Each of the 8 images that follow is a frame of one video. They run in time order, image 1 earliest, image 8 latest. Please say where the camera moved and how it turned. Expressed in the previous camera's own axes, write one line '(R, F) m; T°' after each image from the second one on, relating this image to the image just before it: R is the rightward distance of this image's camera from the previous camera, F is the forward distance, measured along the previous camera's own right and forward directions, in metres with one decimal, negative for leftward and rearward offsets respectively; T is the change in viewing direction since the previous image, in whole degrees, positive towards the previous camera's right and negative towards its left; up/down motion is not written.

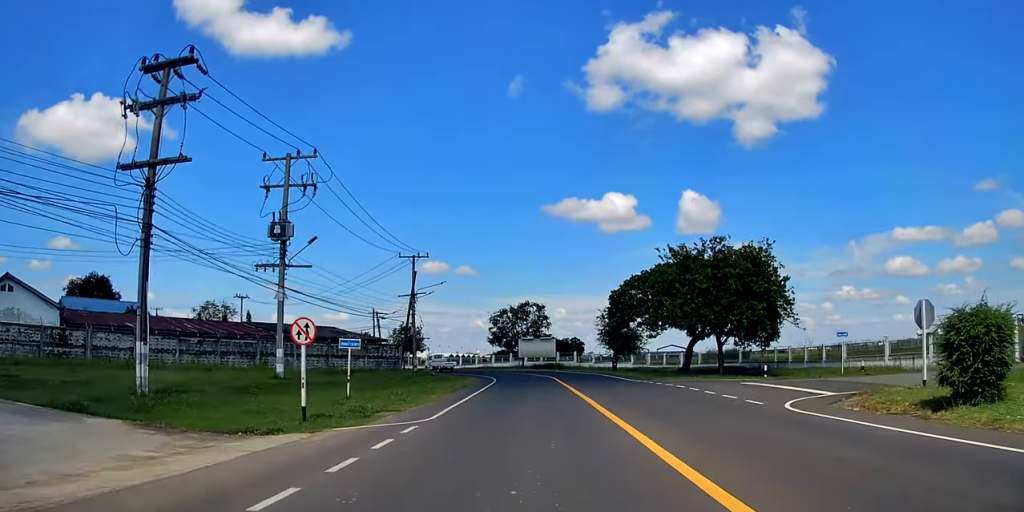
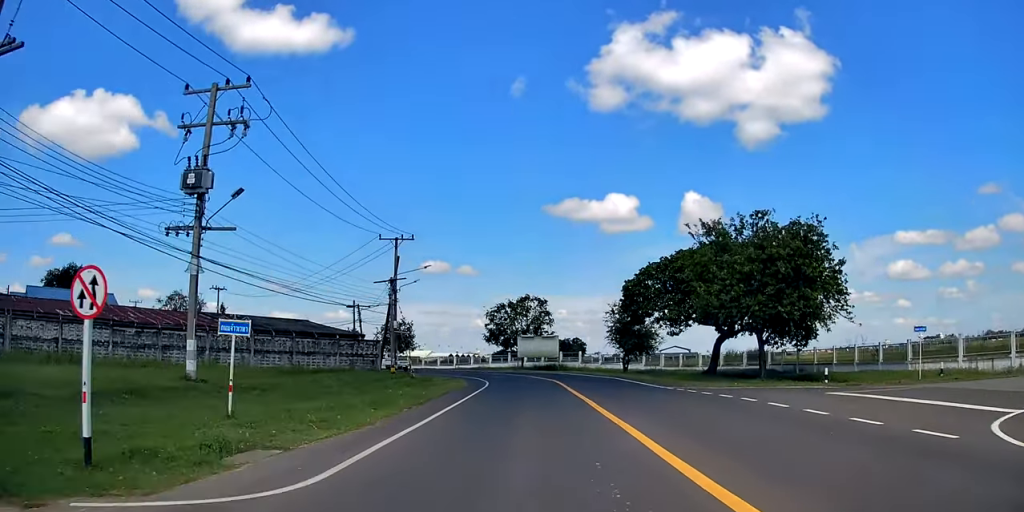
(0.0, +6.8) m; -2°
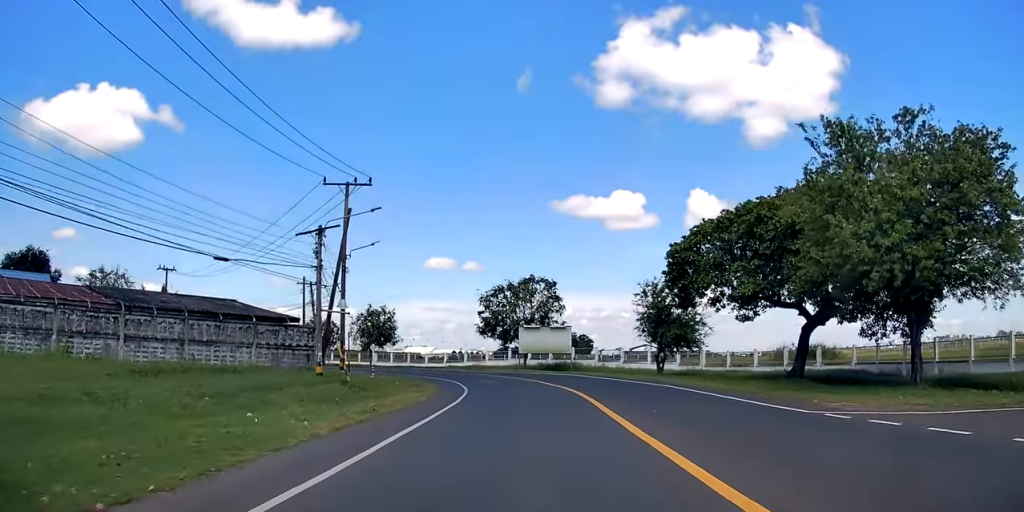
(-0.4, +12.5) m; 0°
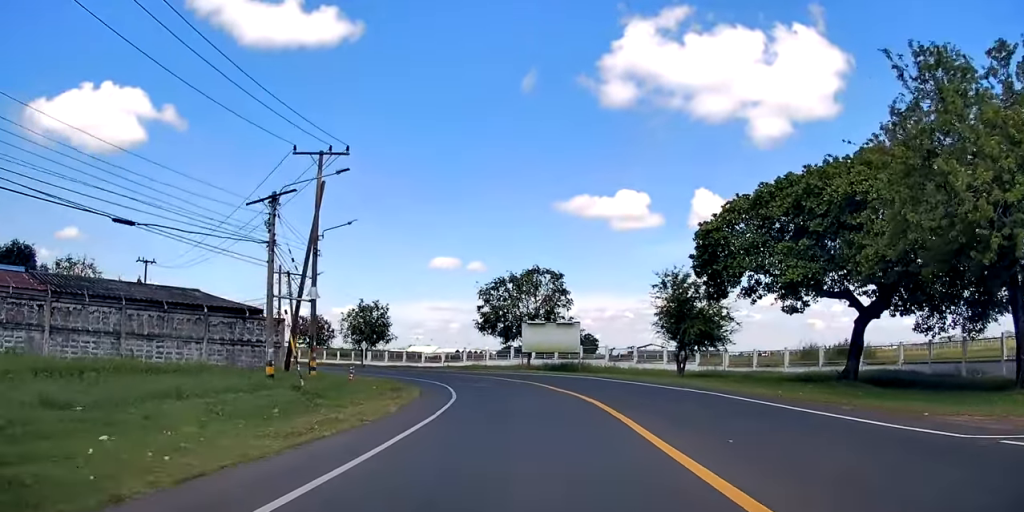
(+0.2, +4.8) m; +1°
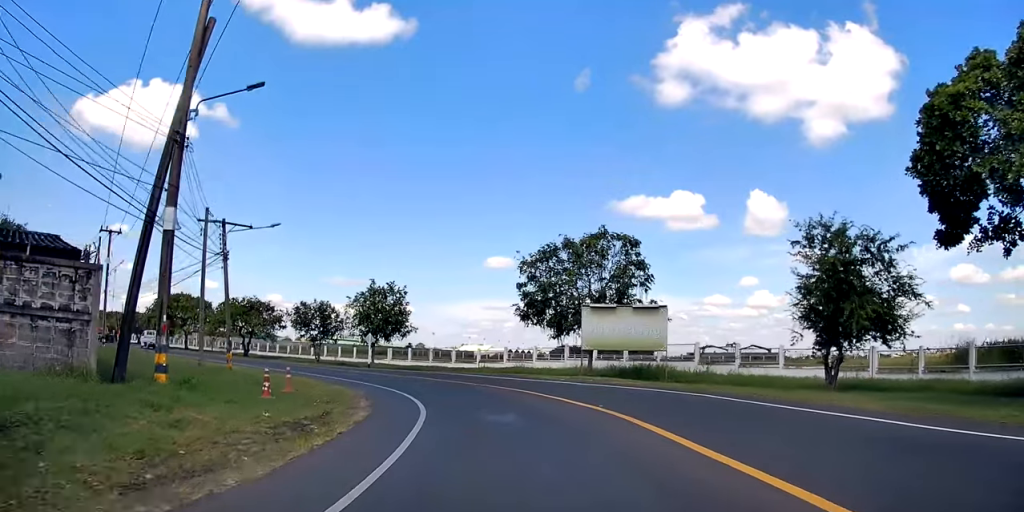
(-0.6, +13.3) m; -7°
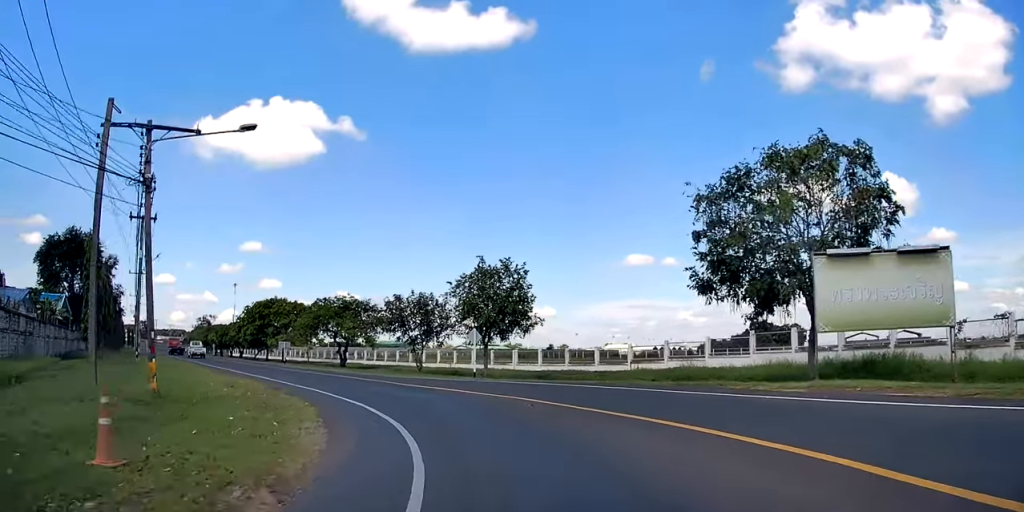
(-1.7, +12.6) m; -14°
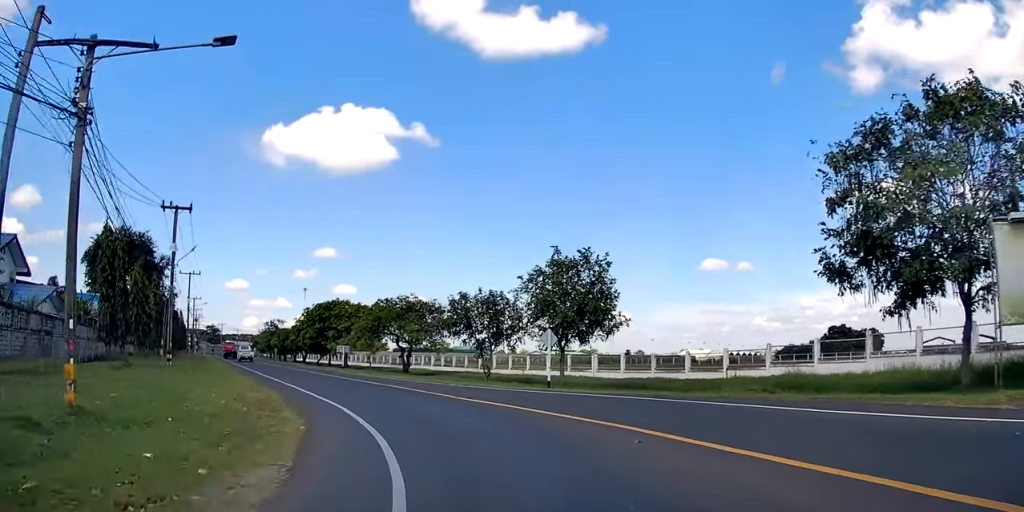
(-0.3, +5.0) m; -5°
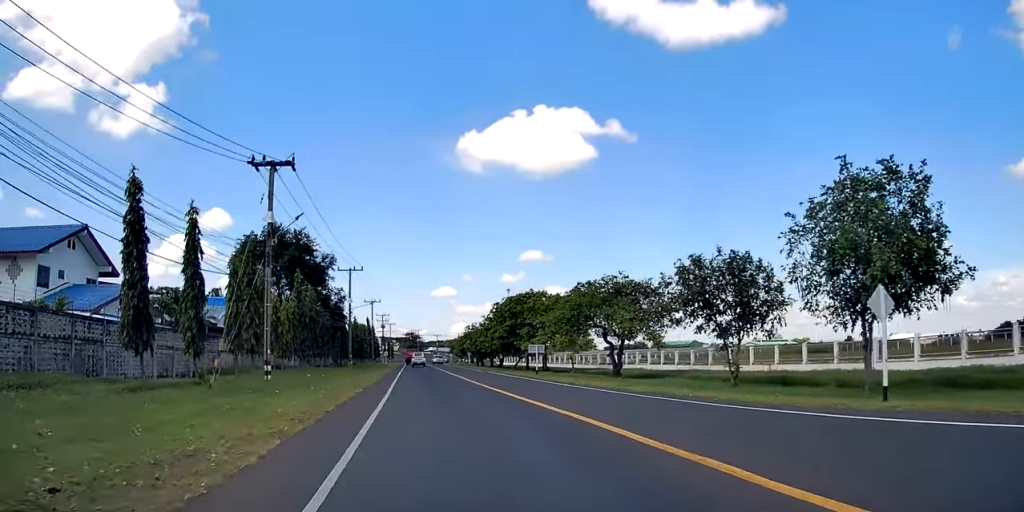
(-1.4, +13.7) m; -15°
